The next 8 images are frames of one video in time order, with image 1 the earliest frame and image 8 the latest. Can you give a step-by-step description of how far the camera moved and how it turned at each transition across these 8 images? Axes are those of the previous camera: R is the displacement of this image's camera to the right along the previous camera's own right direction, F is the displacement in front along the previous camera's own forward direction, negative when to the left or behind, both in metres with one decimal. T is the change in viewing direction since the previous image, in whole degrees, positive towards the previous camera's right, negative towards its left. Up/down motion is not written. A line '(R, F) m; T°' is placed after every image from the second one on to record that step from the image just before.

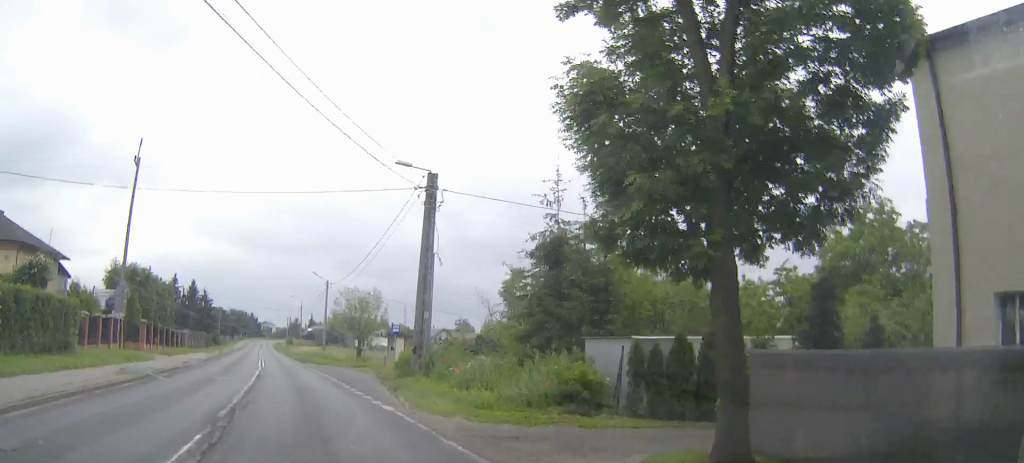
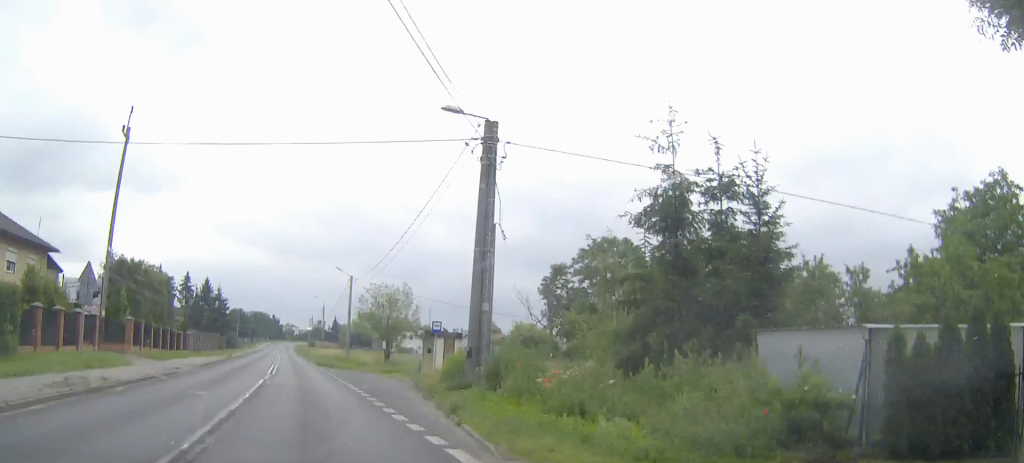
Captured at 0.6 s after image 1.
(-0.1, +7.2) m; -2°
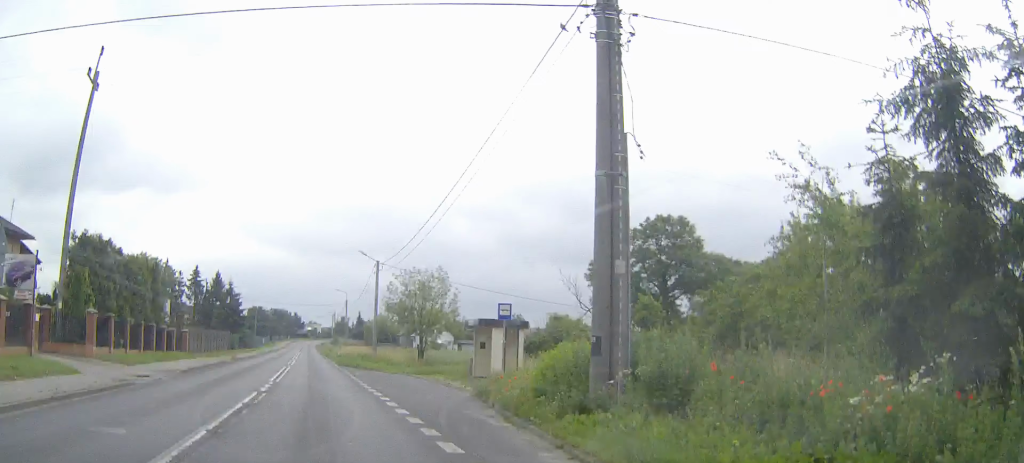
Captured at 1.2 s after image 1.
(-0.2, +8.9) m; -2°
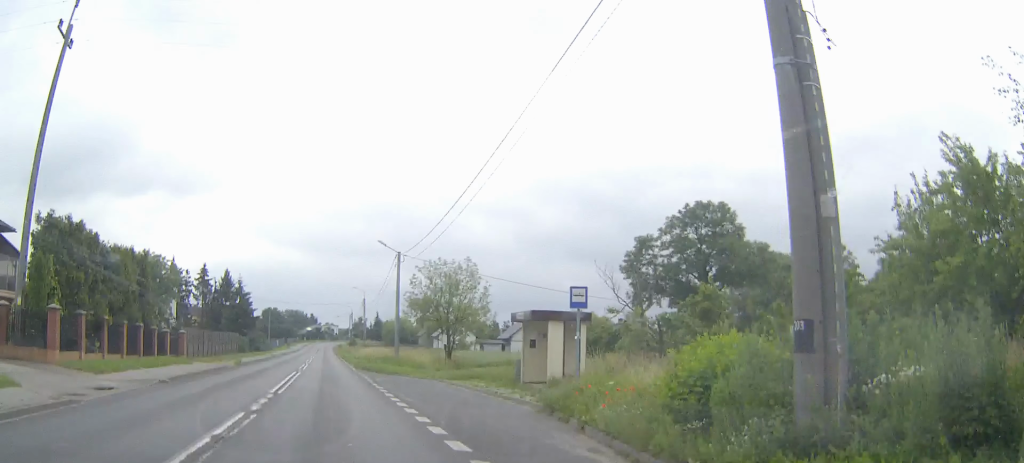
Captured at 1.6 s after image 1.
(-0.1, +5.4) m; -1°
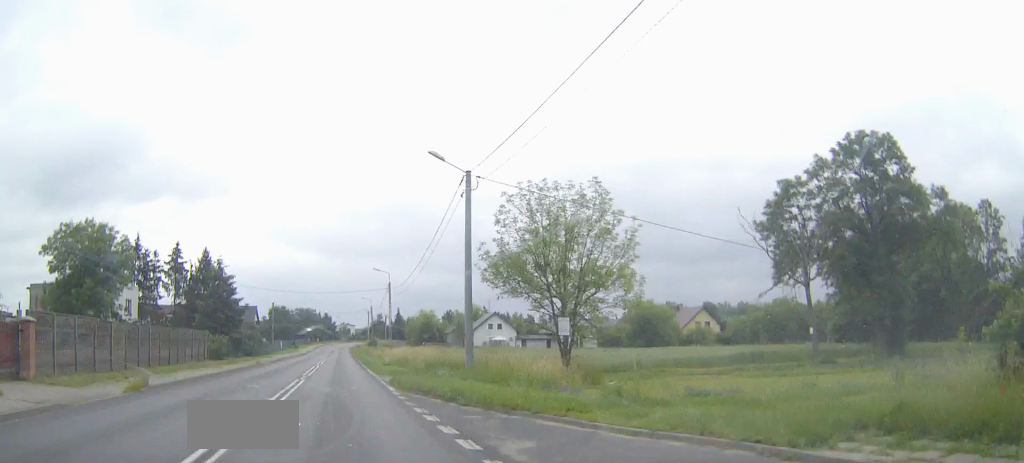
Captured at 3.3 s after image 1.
(-0.7, +22.8) m; -2°
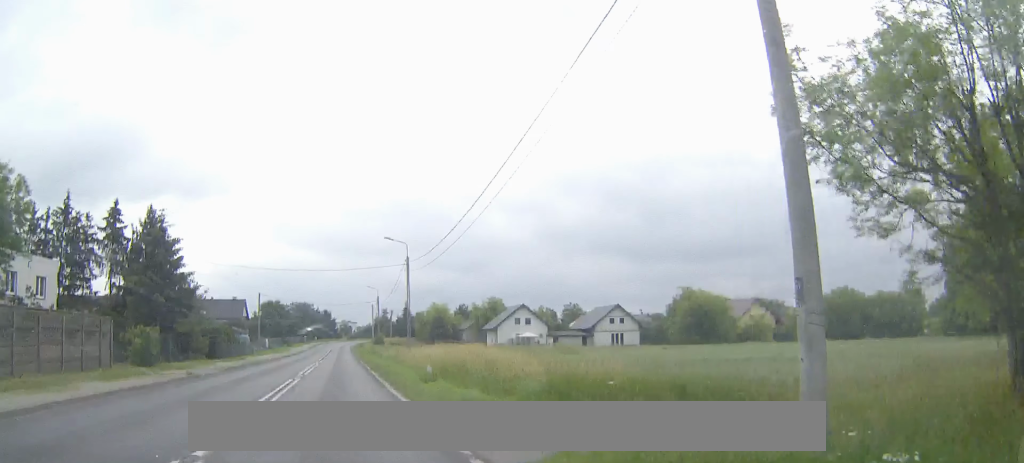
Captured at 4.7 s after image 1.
(-0.1, +20.6) m; -1°
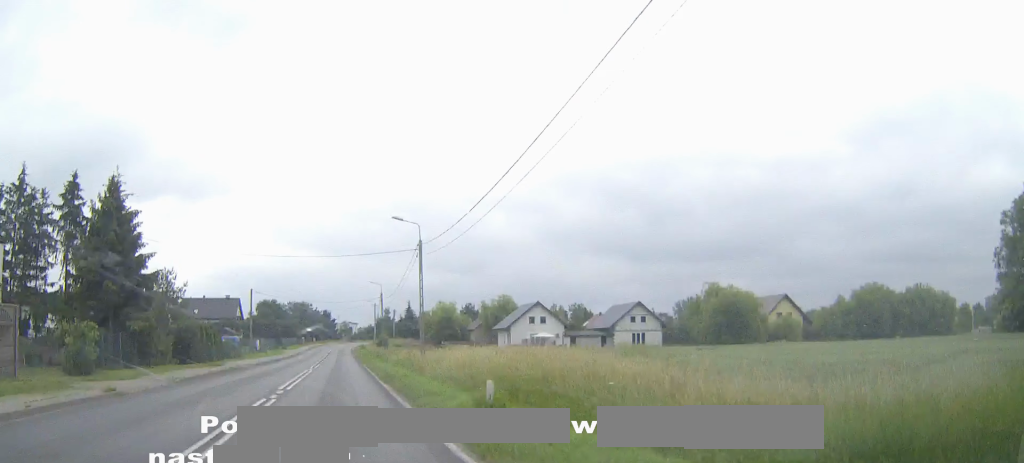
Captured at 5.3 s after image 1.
(0.0, +9.0) m; 0°
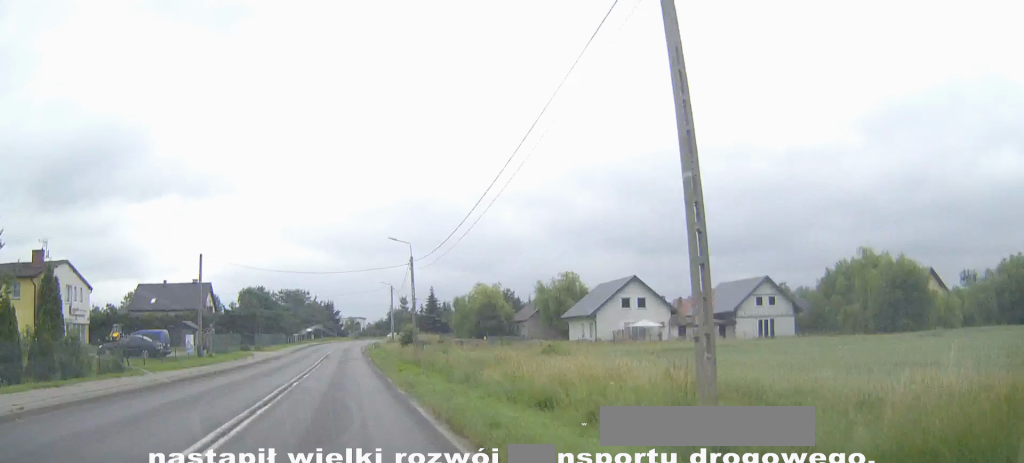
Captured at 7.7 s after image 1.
(-0.1, +37.0) m; 0°
